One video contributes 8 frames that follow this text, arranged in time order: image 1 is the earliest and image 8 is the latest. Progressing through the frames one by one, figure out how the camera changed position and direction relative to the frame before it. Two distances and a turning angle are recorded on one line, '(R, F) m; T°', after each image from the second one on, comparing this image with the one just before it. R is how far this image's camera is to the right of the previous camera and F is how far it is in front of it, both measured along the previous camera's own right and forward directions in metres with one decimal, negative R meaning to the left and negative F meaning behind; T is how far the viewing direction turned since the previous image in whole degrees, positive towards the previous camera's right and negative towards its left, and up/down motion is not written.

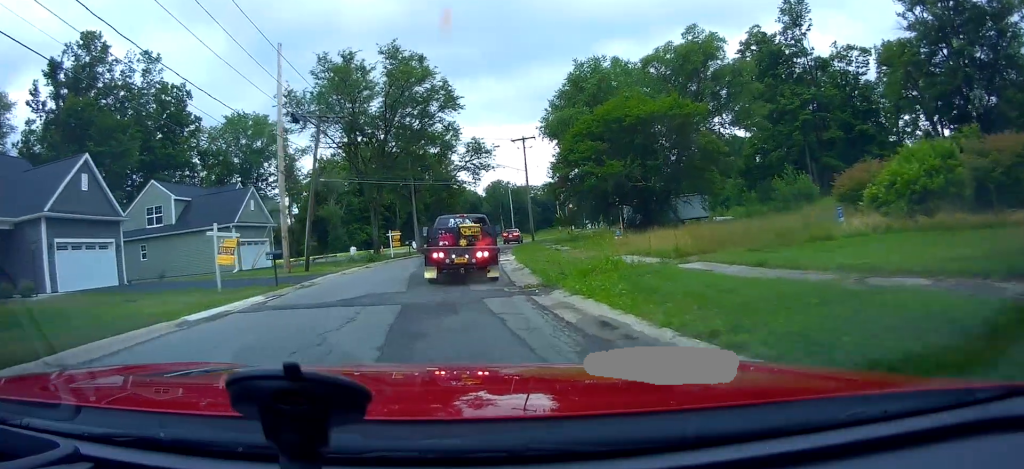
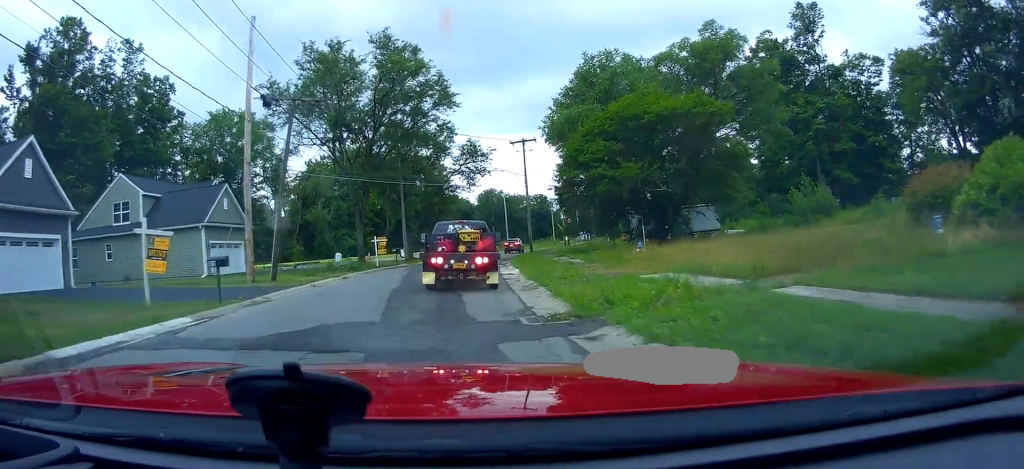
(+0.4, +4.2) m; +2°
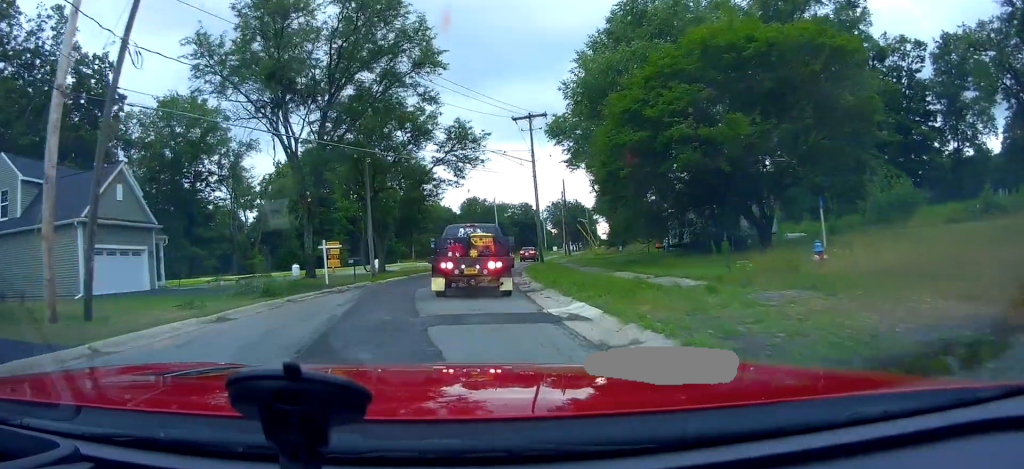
(+0.6, +12.9) m; +2°
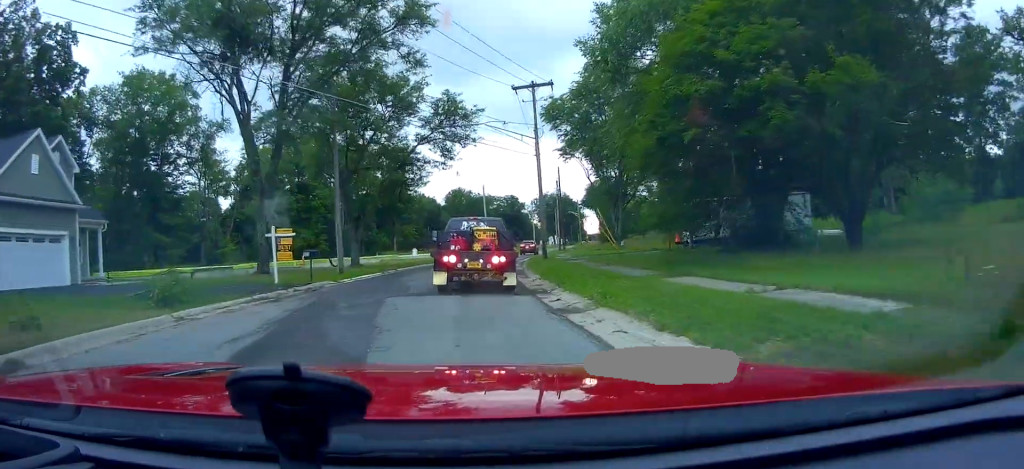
(-0.1, +6.5) m; -1°
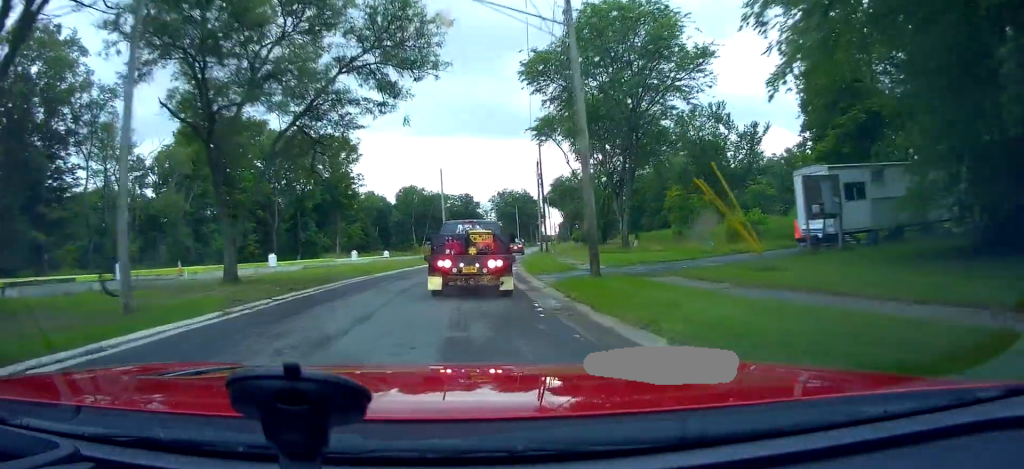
(+0.5, +17.9) m; +7°
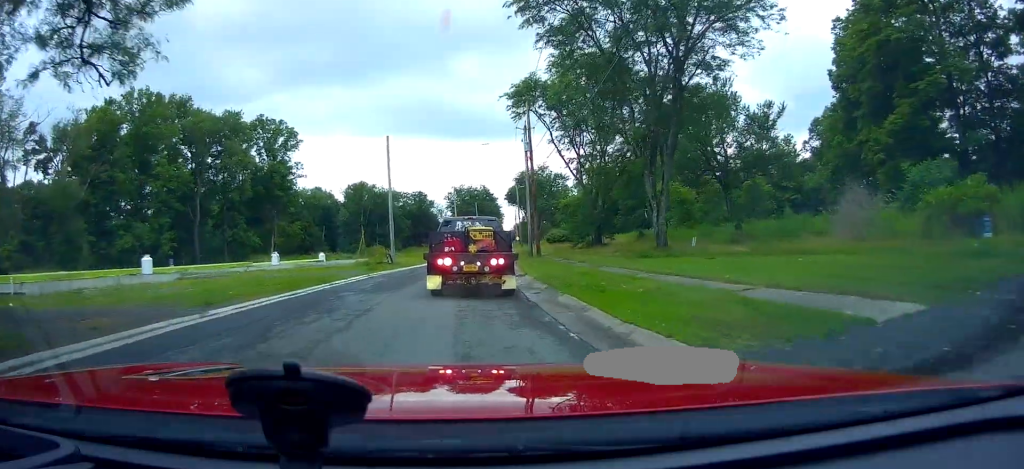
(+1.4, +17.2) m; +2°
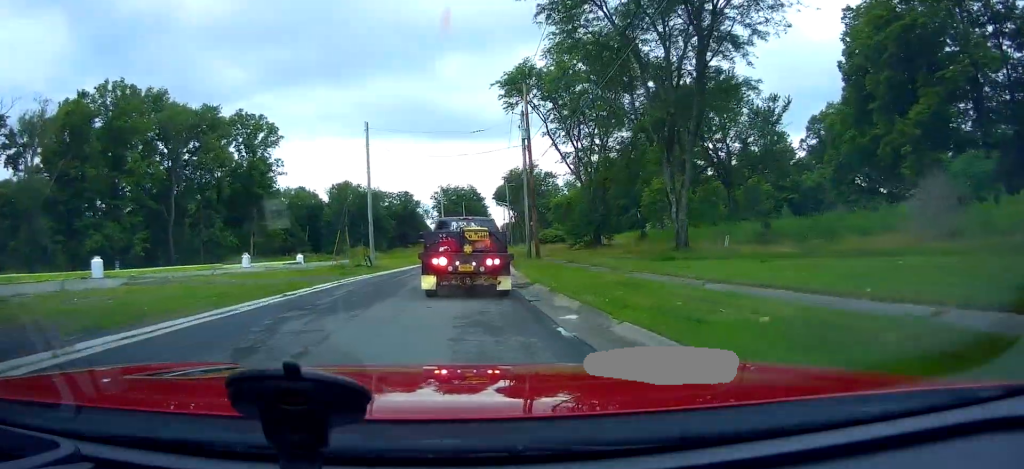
(-0.2, +4.9) m; 0°
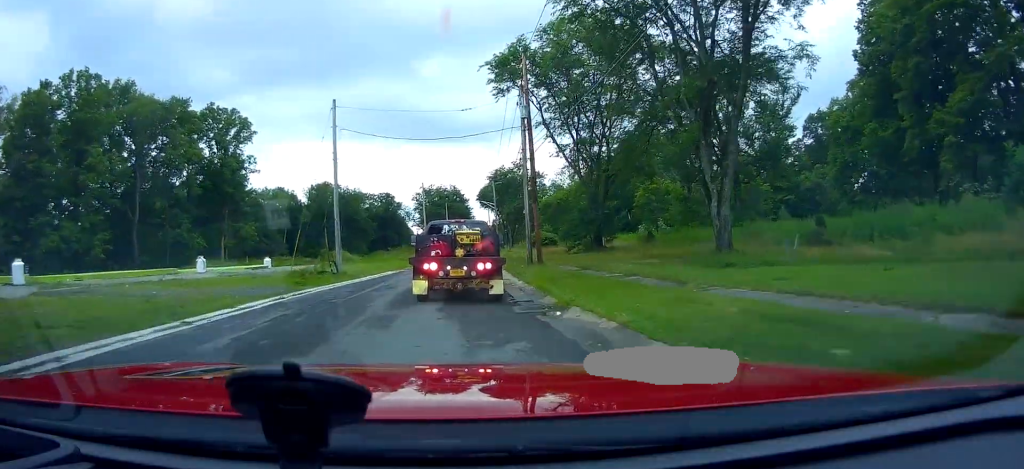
(-0.1, +6.4) m; +2°
